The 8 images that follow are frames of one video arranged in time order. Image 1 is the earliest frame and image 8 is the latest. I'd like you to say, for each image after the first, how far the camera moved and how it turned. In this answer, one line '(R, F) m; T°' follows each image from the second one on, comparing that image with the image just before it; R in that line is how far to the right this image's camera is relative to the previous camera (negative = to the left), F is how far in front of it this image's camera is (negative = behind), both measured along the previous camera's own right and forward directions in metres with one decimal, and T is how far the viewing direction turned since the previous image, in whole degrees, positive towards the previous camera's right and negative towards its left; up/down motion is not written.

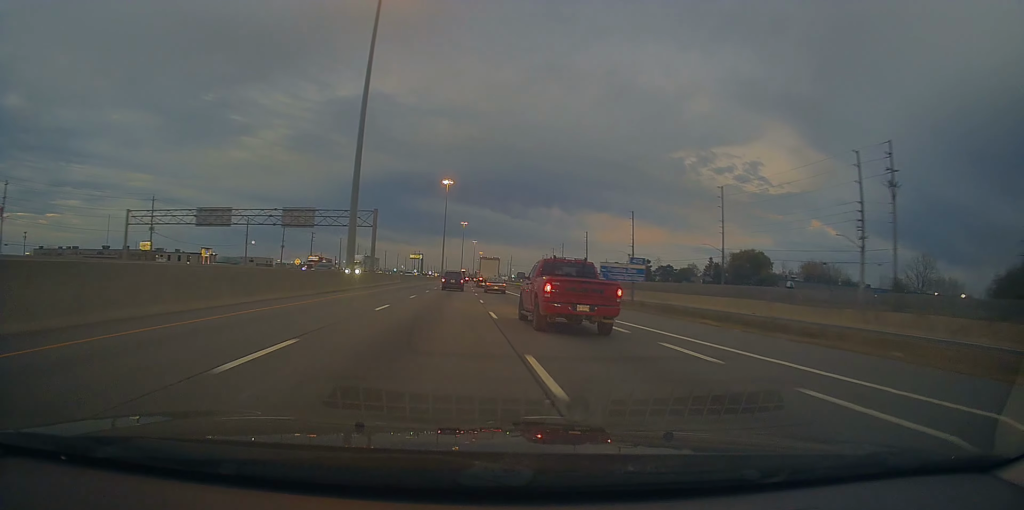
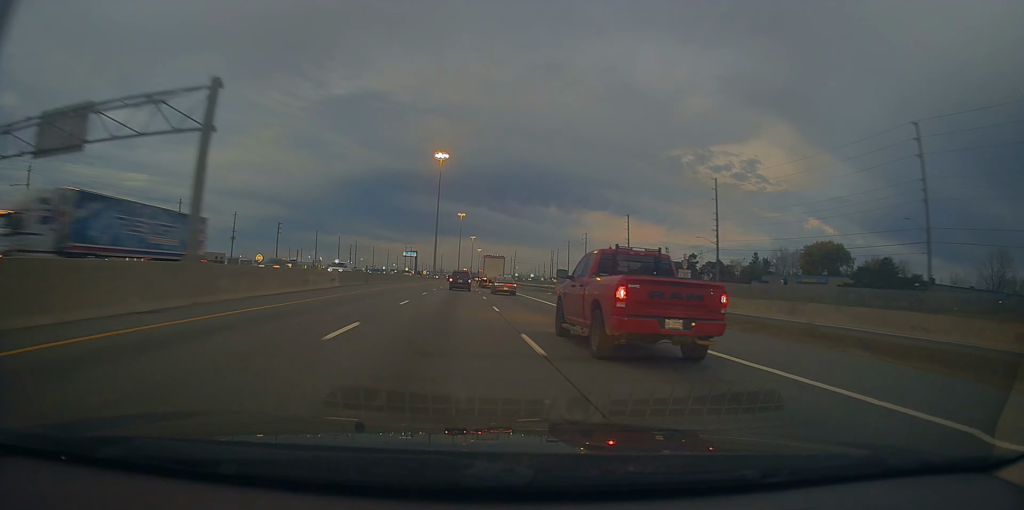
(+0.3, +44.1) m; +1°
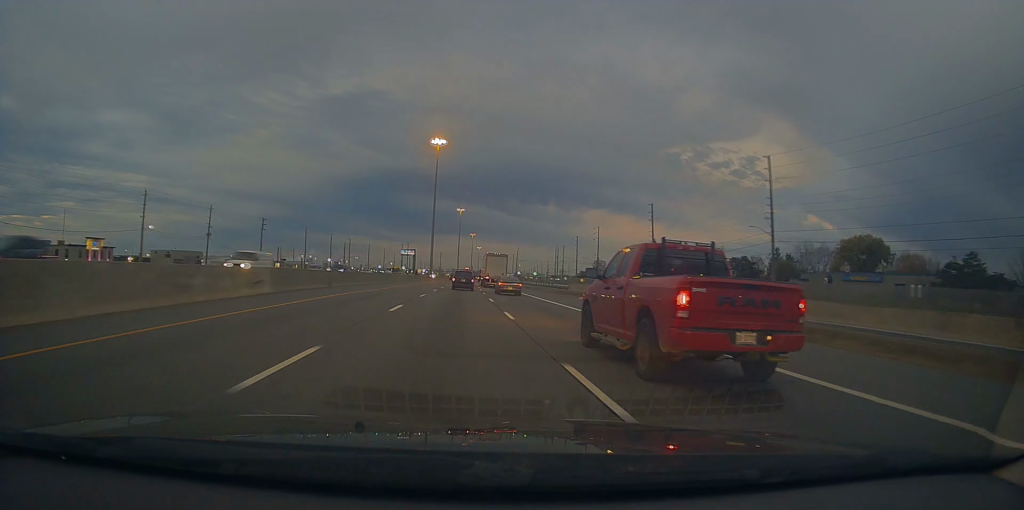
(0.0, +16.4) m; 0°
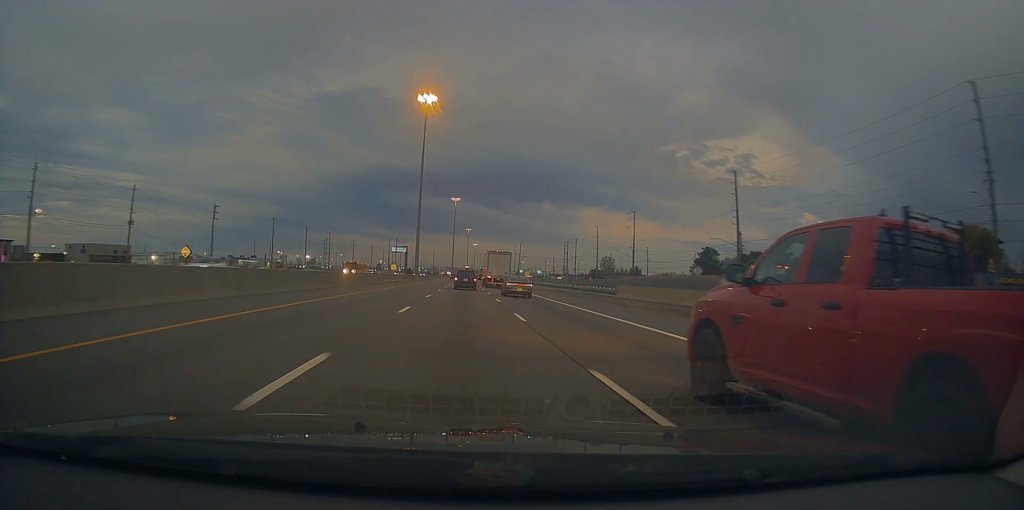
(+0.3, +36.6) m; 0°
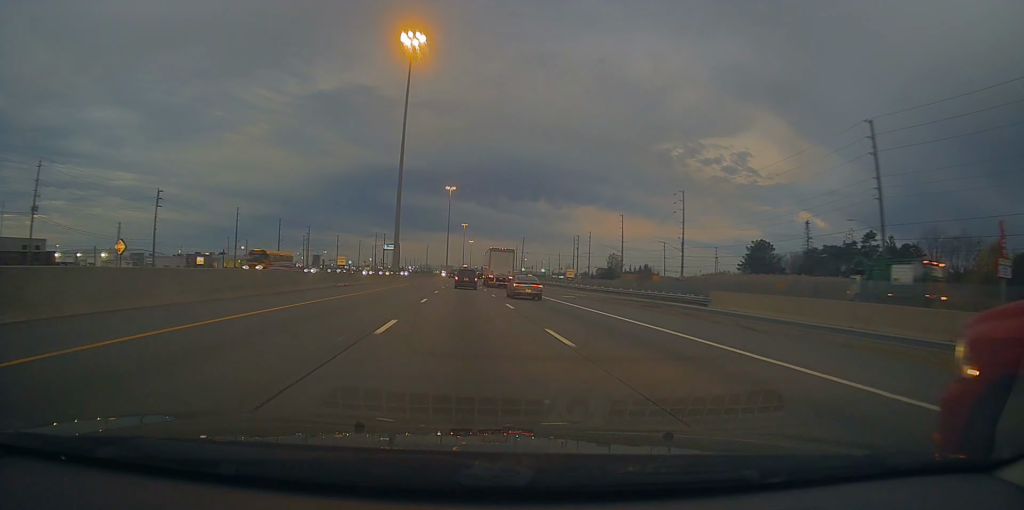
(+0.1, +30.2) m; 0°
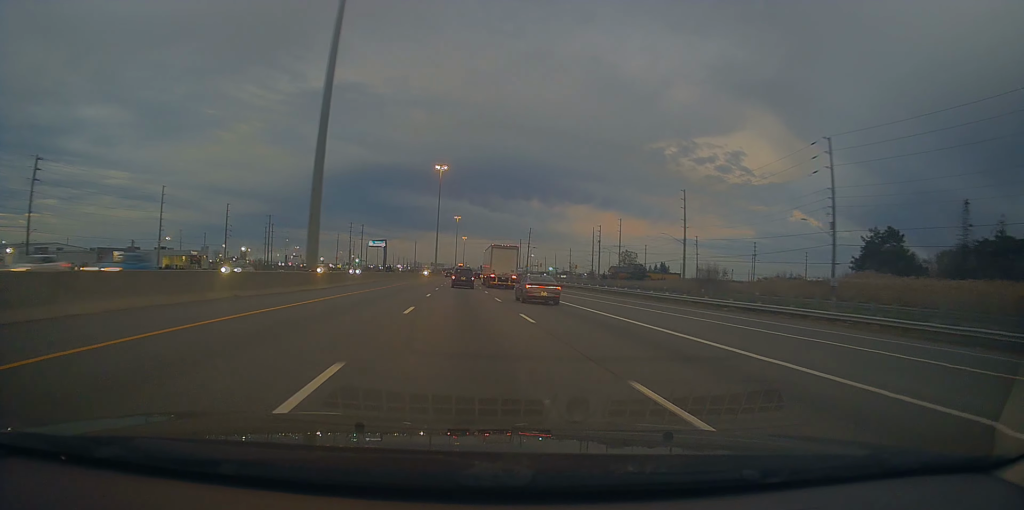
(-0.1, +43.8) m; 0°
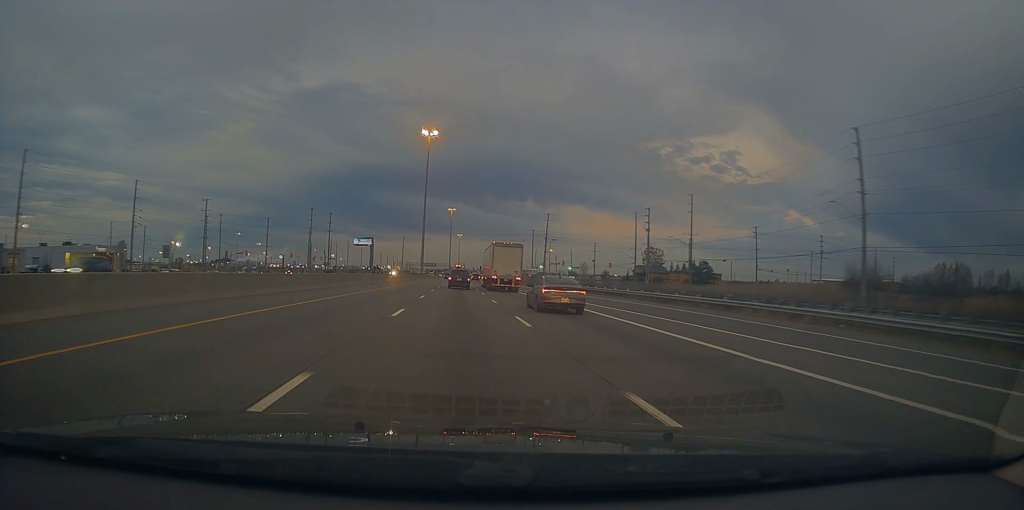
(+0.5, +50.2) m; +1°
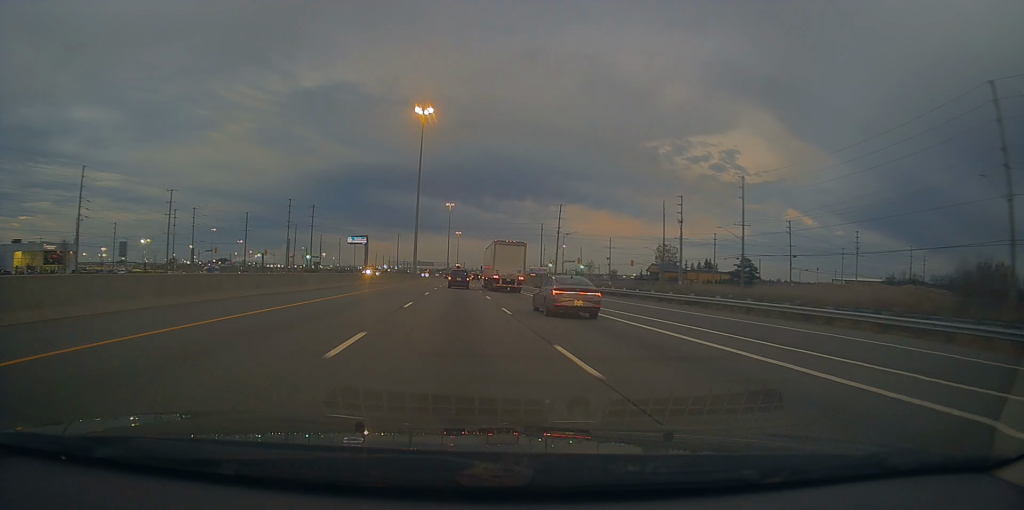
(-0.1, +19.8) m; 0°
